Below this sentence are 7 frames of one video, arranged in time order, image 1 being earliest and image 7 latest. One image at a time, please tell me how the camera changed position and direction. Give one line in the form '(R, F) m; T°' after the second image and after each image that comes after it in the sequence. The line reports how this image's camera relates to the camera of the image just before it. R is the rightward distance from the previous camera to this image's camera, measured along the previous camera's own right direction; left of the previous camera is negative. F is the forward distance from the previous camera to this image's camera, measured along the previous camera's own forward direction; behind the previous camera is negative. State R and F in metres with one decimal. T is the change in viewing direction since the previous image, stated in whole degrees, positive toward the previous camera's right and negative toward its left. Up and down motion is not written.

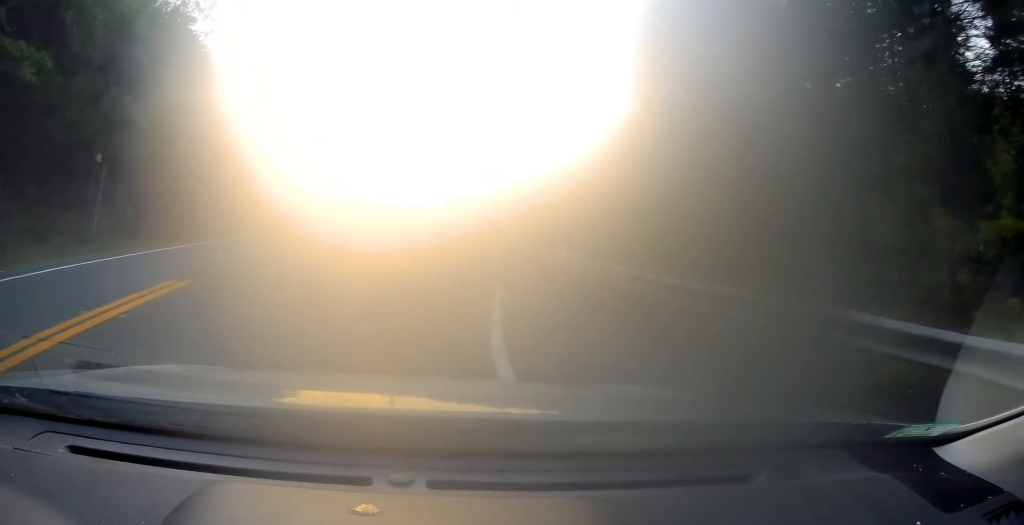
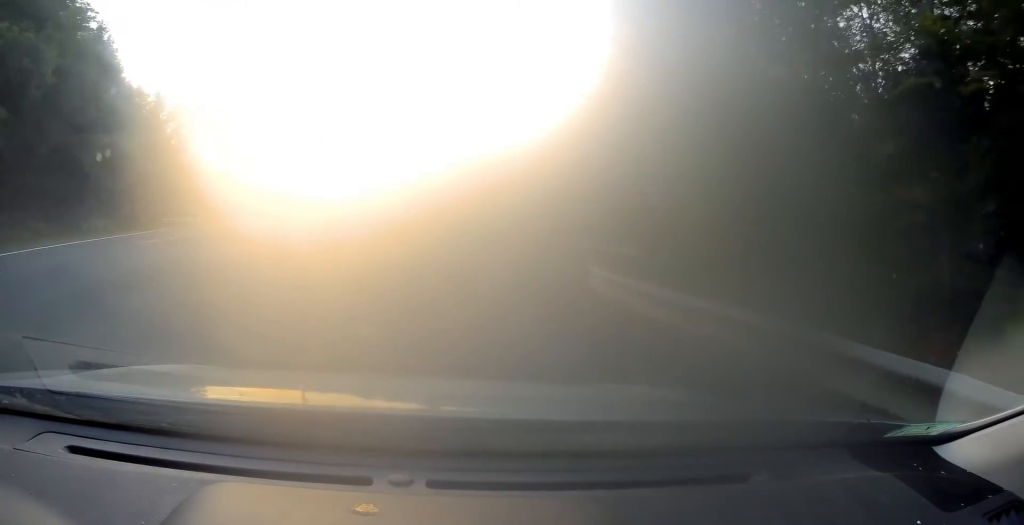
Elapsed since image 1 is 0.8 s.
(+0.3, +9.3) m; +5°
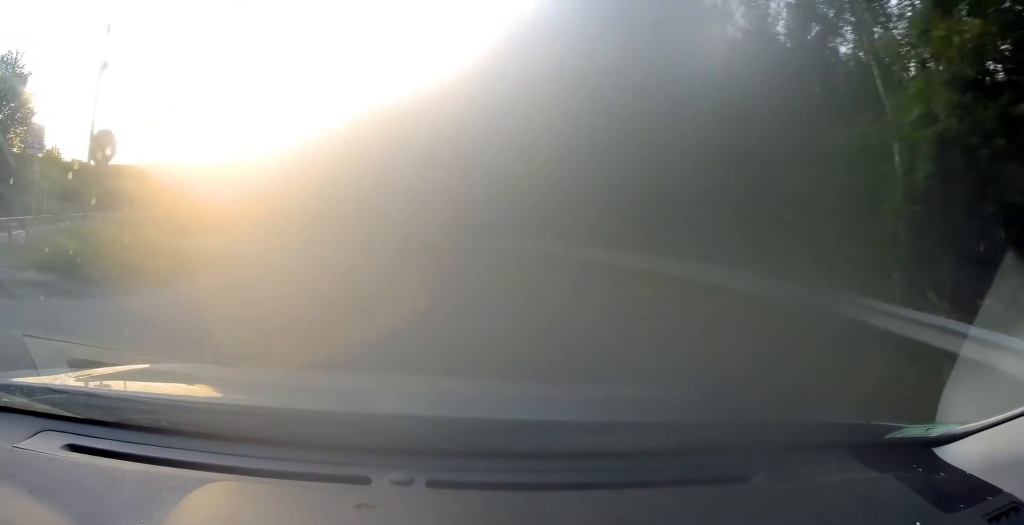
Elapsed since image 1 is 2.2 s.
(+1.5, +16.3) m; +5°
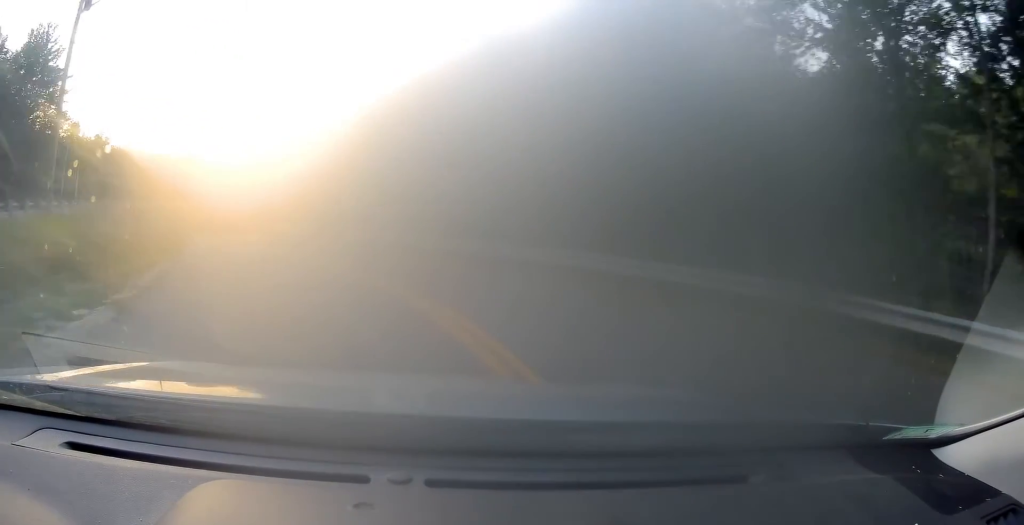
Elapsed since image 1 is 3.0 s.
(-0.2, +8.9) m; -3°
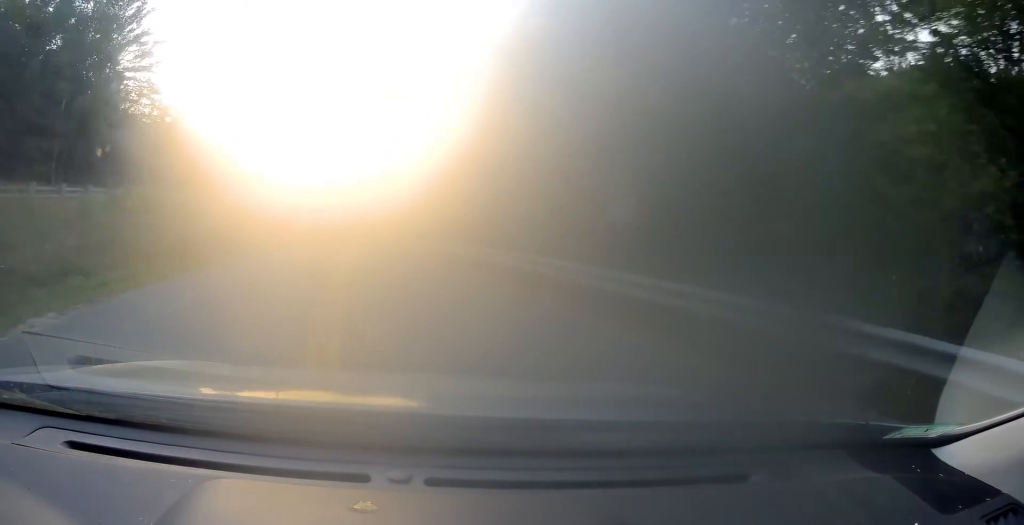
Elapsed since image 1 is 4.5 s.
(-1.4, +20.6) m; -10°
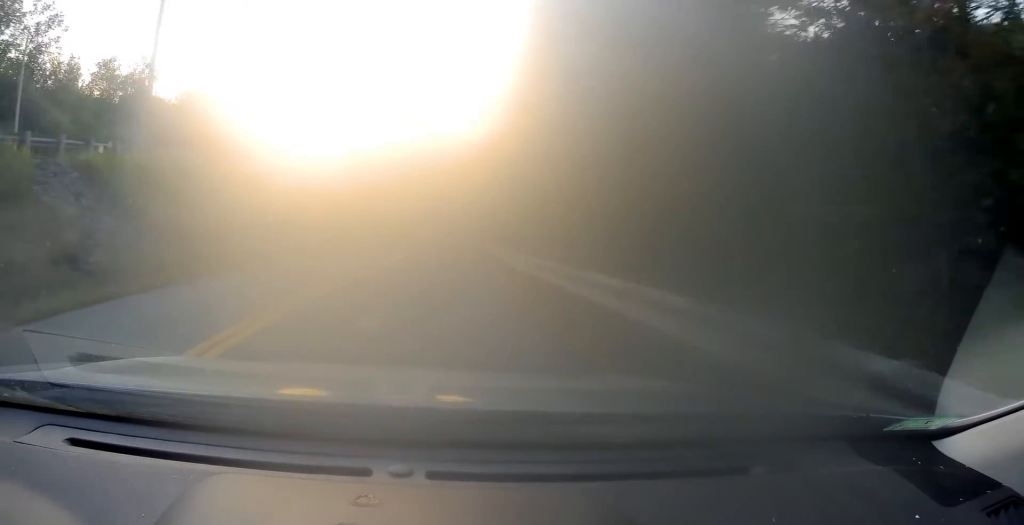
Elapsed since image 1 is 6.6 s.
(-2.2, +32.8) m; -4°
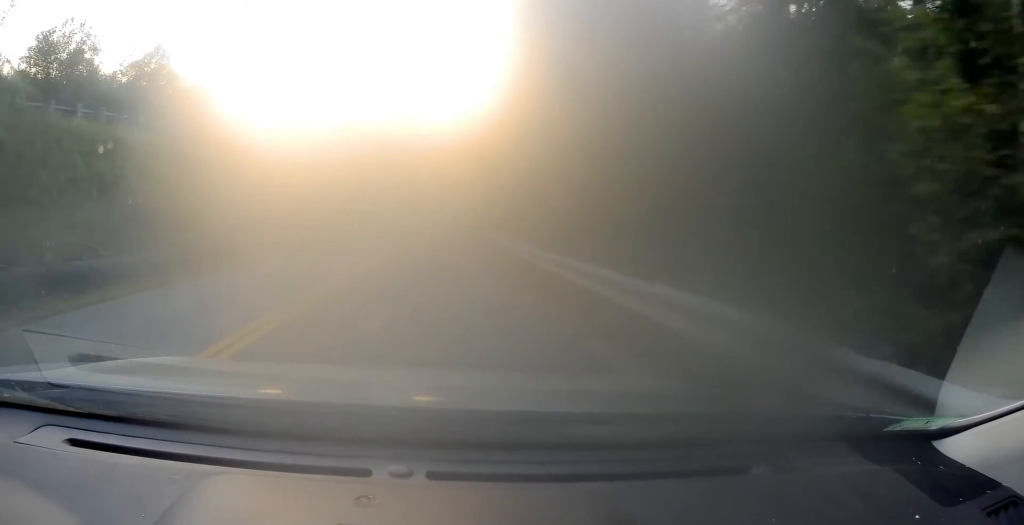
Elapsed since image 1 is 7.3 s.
(0.0, +13.0) m; -1°
